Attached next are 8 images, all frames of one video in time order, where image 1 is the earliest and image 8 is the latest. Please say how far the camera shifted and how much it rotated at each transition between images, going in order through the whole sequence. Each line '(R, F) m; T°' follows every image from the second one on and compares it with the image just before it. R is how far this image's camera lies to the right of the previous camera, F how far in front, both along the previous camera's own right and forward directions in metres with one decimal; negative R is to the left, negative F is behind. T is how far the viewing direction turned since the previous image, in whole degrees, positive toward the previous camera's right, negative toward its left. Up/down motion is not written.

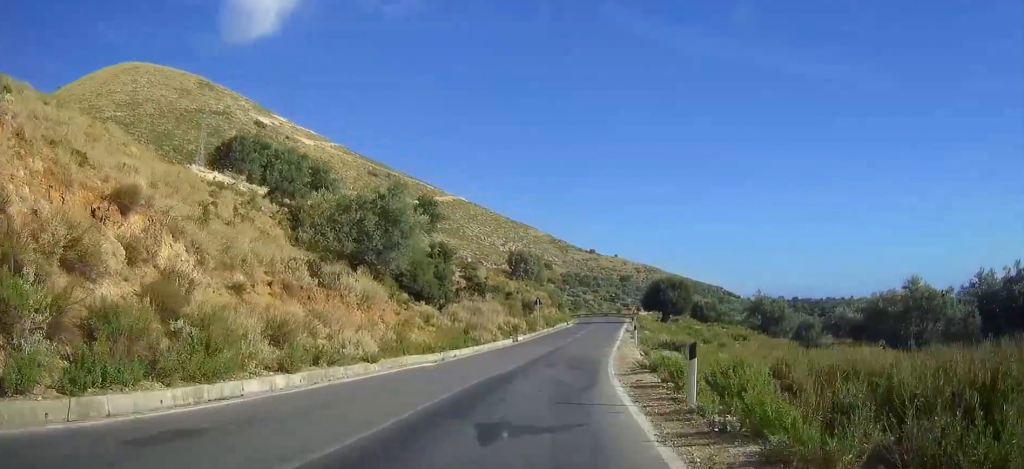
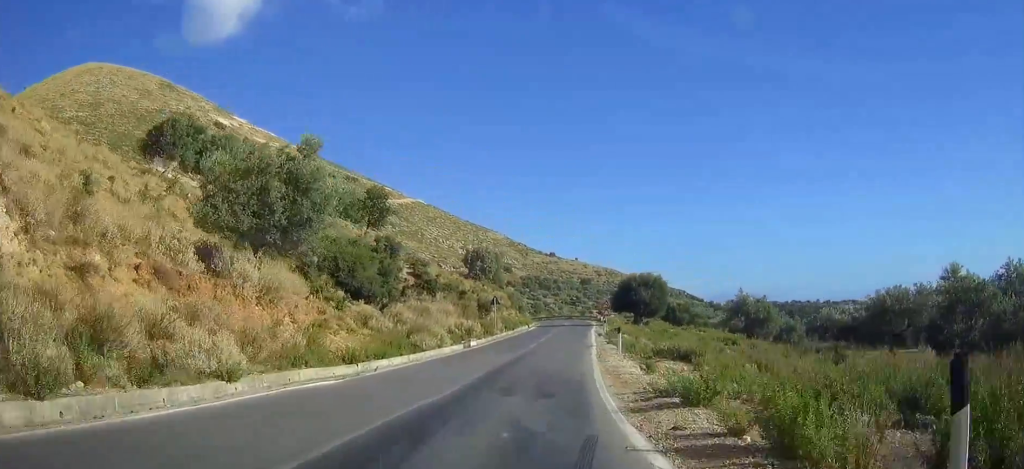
(0.0, +8.5) m; 0°
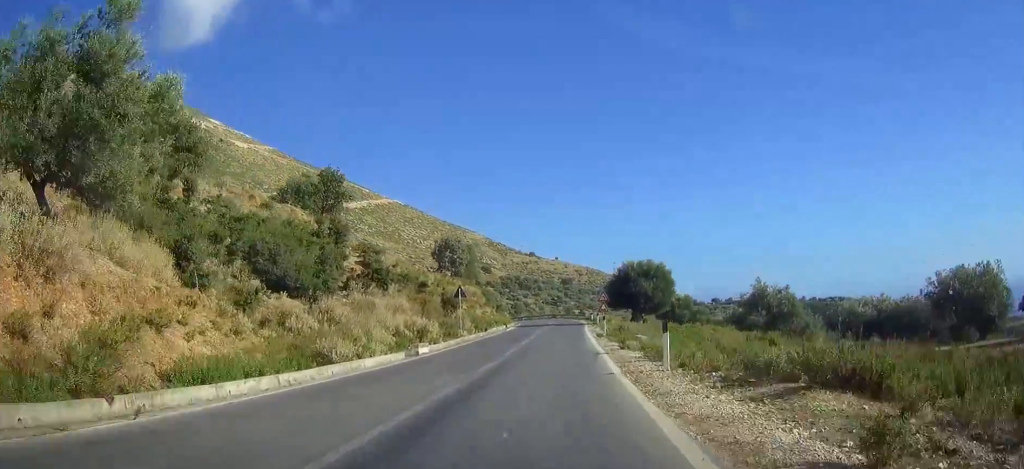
(0.0, +13.3) m; +8°
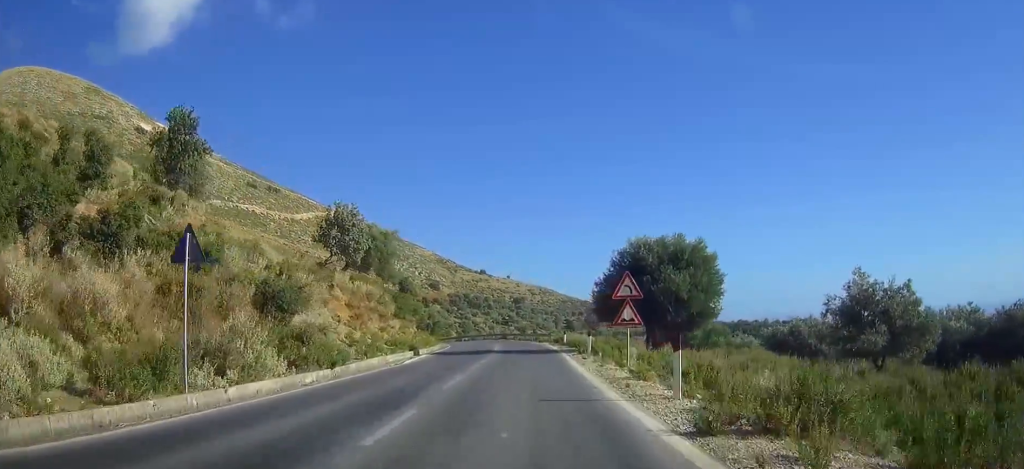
(+5.9, +29.3) m; +16°
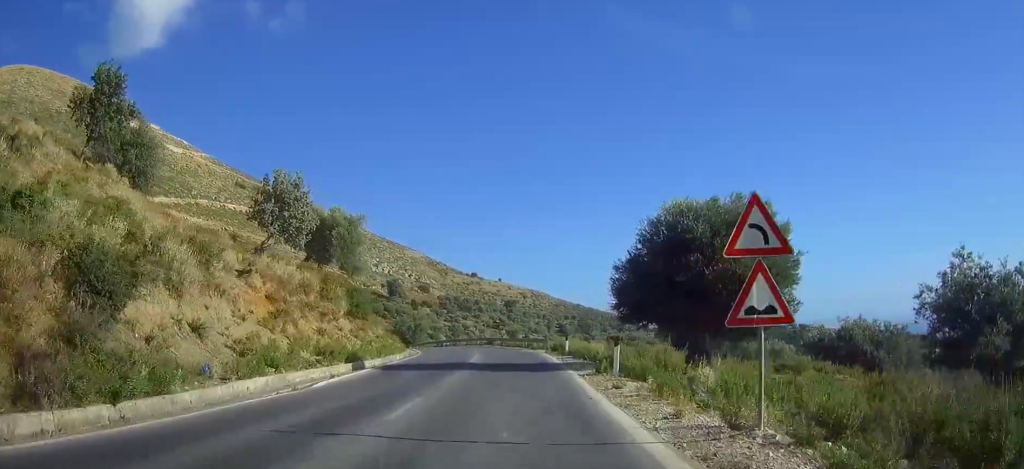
(+0.2, +11.6) m; +1°
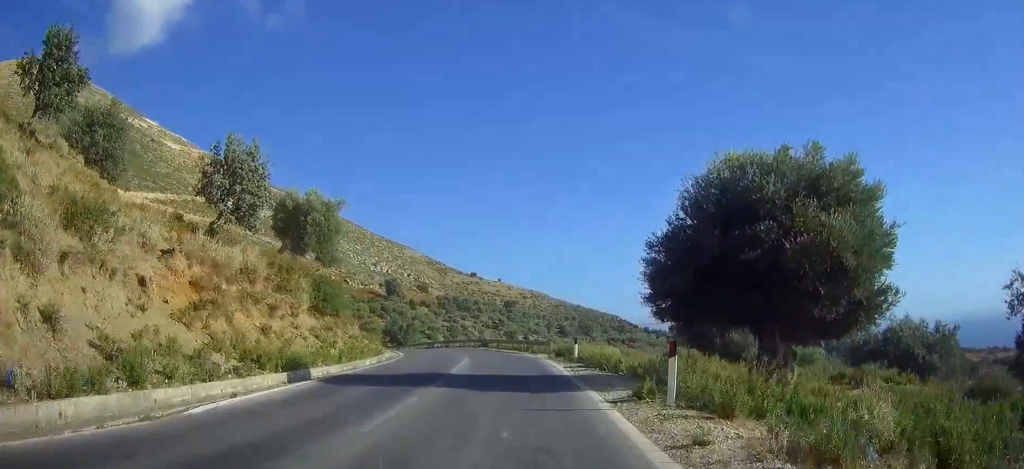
(0.0, +7.2) m; 0°
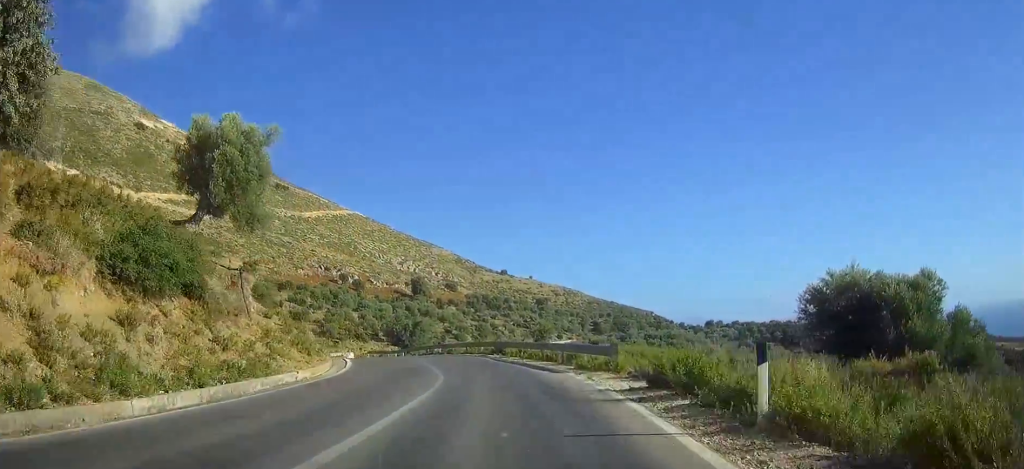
(0.0, +20.2) m; -2°
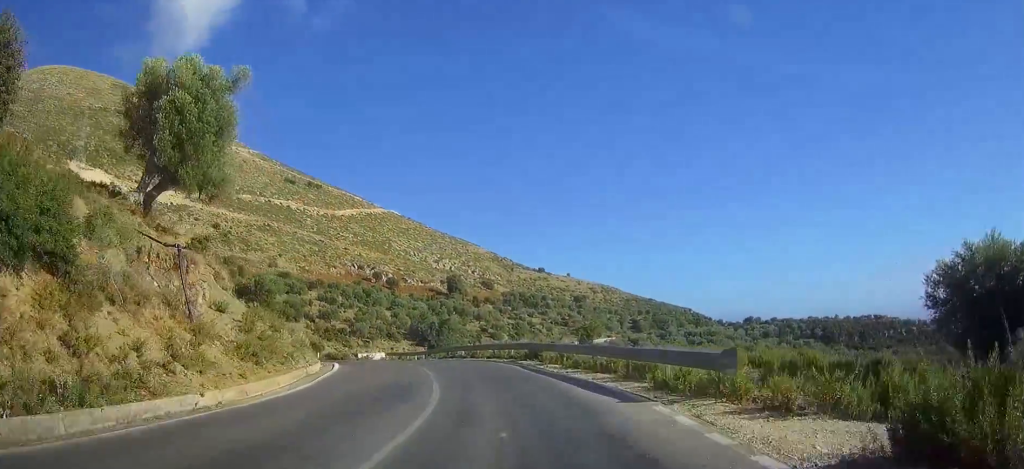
(-0.2, +8.8) m; -4°
